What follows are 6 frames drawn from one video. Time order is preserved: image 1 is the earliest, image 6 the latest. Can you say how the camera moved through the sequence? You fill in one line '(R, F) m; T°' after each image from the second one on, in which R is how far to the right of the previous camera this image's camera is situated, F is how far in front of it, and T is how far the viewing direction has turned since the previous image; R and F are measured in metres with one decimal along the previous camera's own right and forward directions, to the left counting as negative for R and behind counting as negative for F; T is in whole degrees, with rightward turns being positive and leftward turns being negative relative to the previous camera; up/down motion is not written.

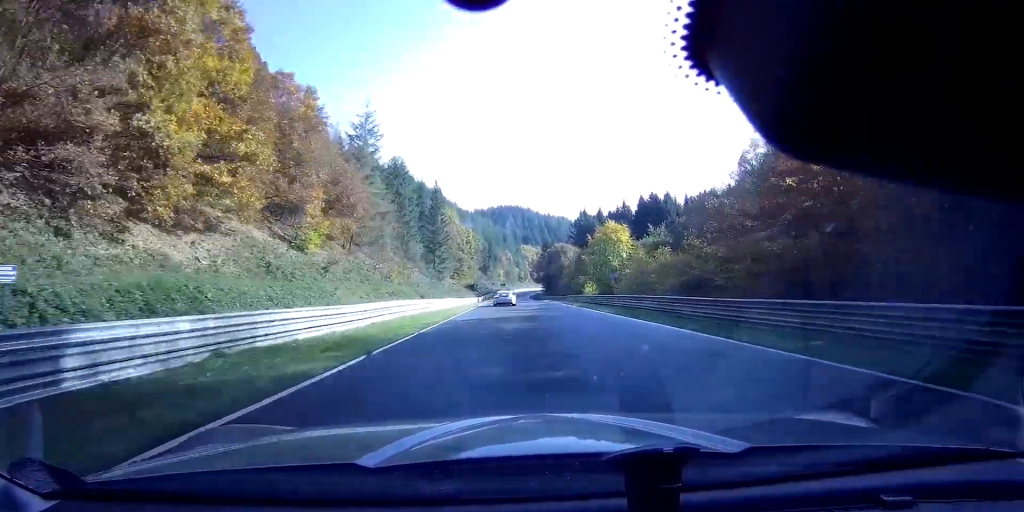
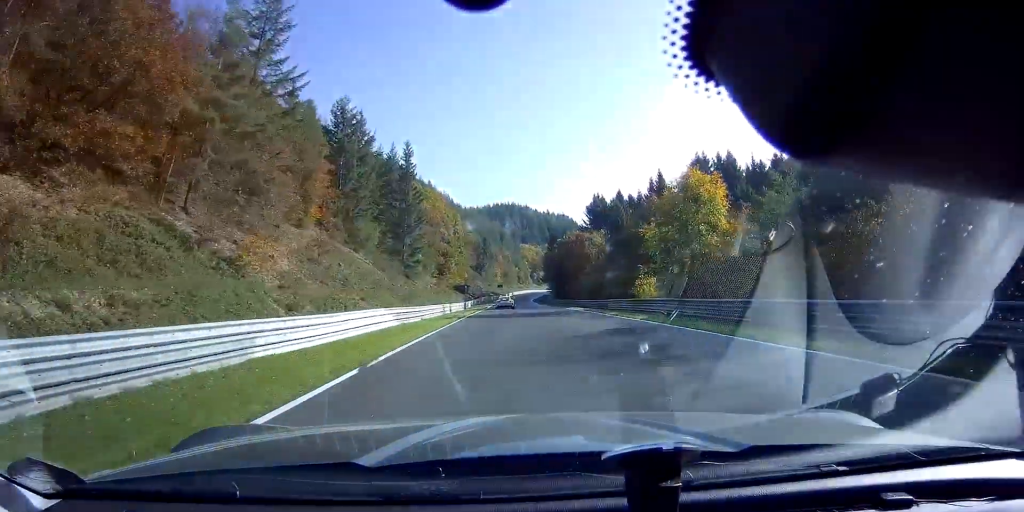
(+0.1, +32.0) m; +1°
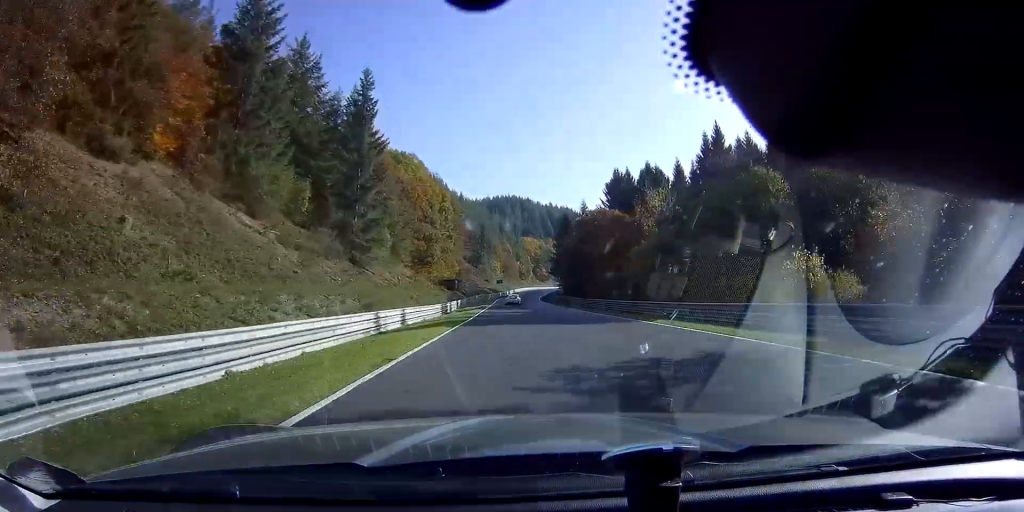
(+0.1, +26.6) m; 0°
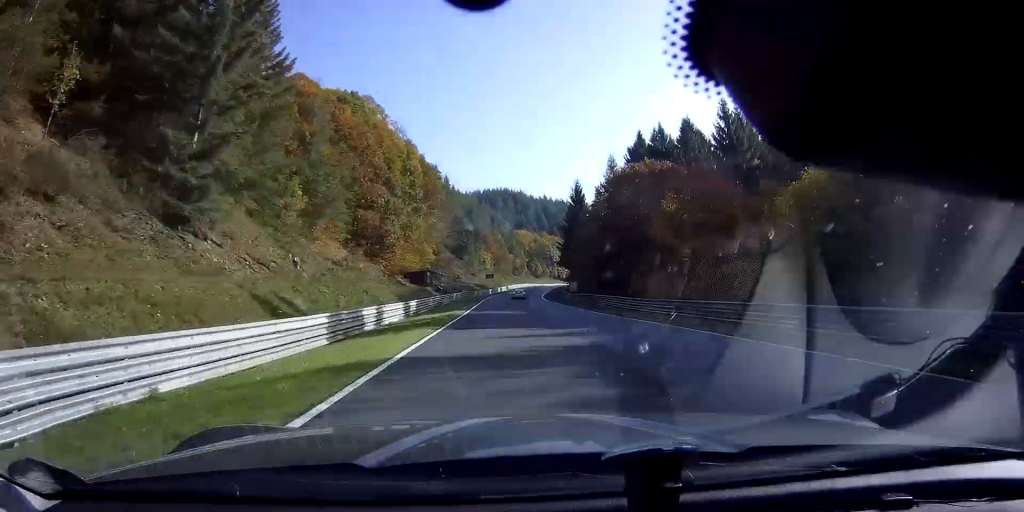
(+0.2, +28.2) m; 0°
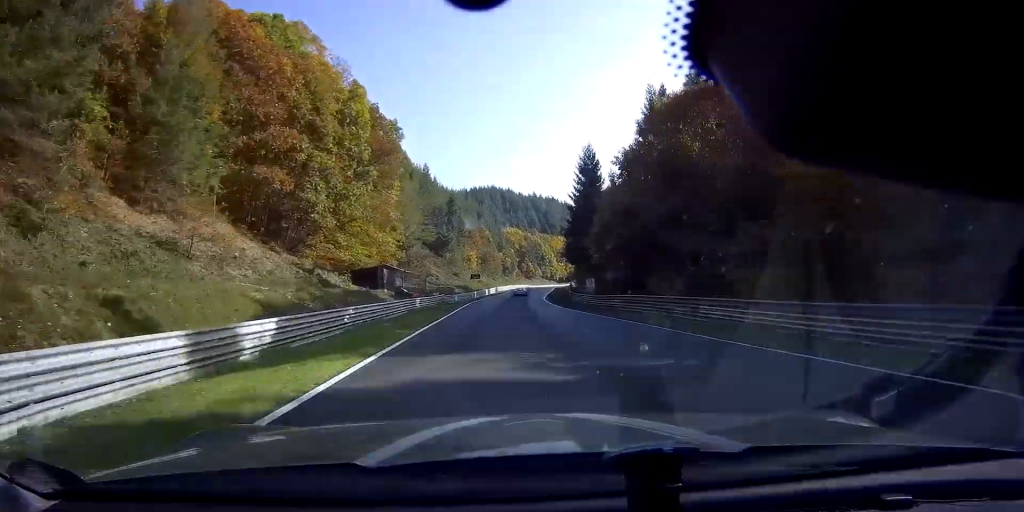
(-0.1, +21.5) m; +1°
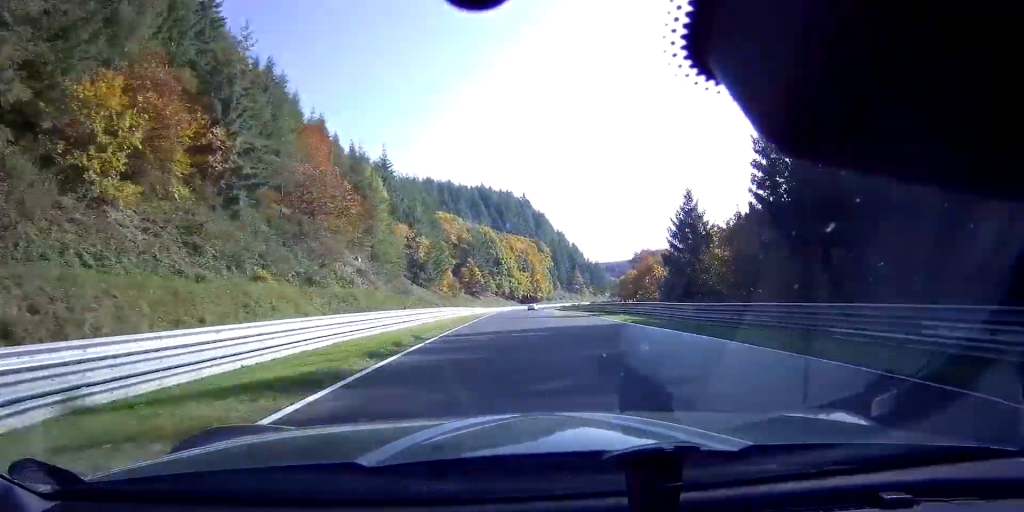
(+8.9, +107.9) m; +7°
